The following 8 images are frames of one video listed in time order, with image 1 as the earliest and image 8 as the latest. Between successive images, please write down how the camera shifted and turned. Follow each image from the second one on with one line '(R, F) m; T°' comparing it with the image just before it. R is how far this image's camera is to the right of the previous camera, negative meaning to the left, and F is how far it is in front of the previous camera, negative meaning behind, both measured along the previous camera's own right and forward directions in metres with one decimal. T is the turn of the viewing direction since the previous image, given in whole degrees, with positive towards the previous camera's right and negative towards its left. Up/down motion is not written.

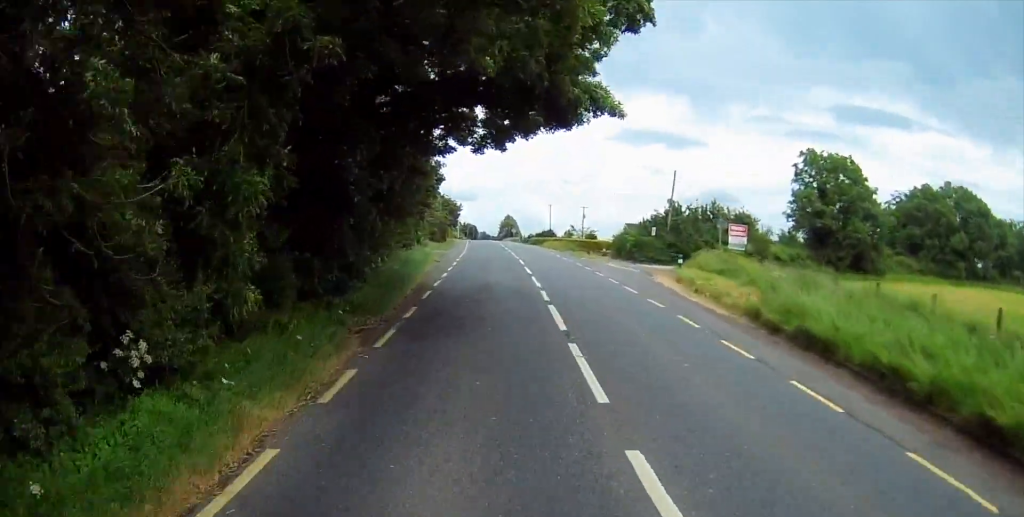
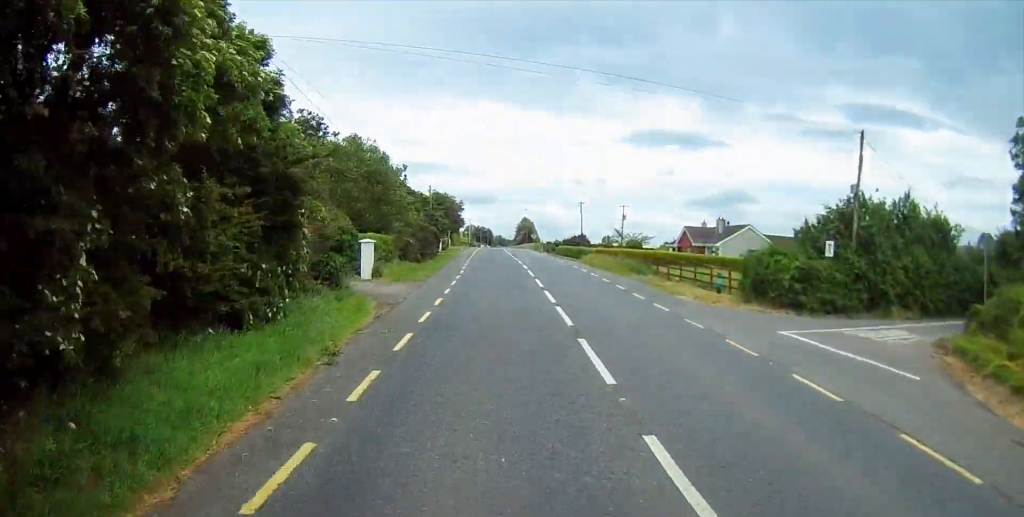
(-0.7, +26.7) m; -2°
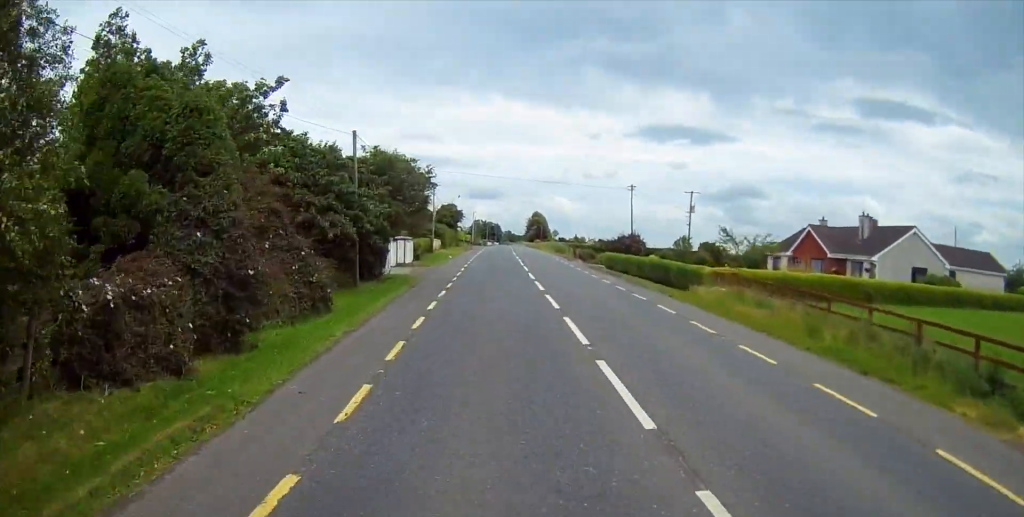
(-0.1, +32.3) m; 0°
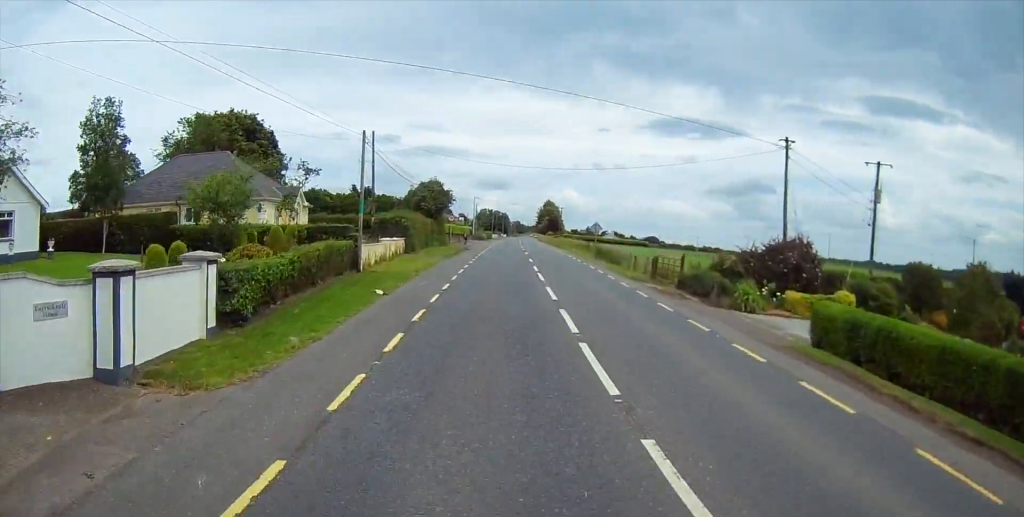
(0.0, +35.1) m; -1°
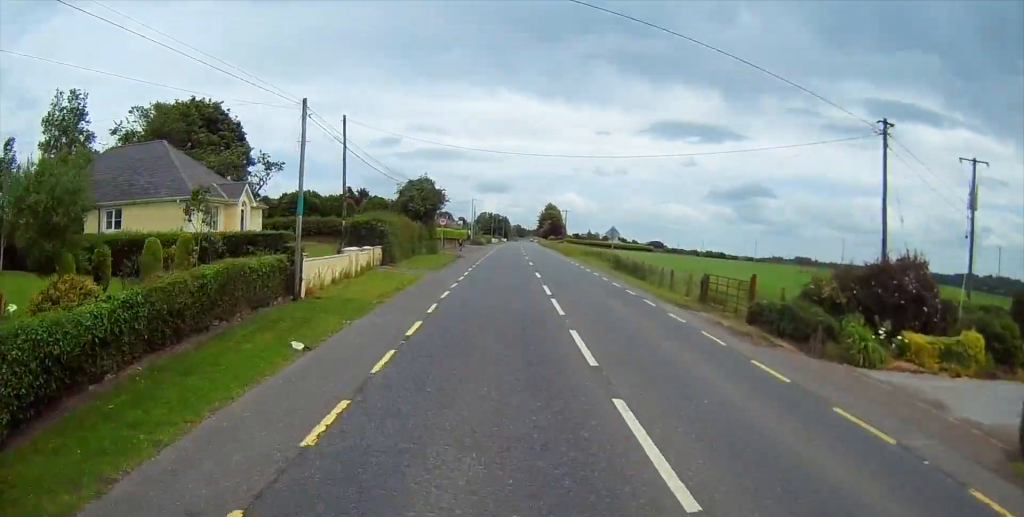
(+0.1, +9.1) m; -1°
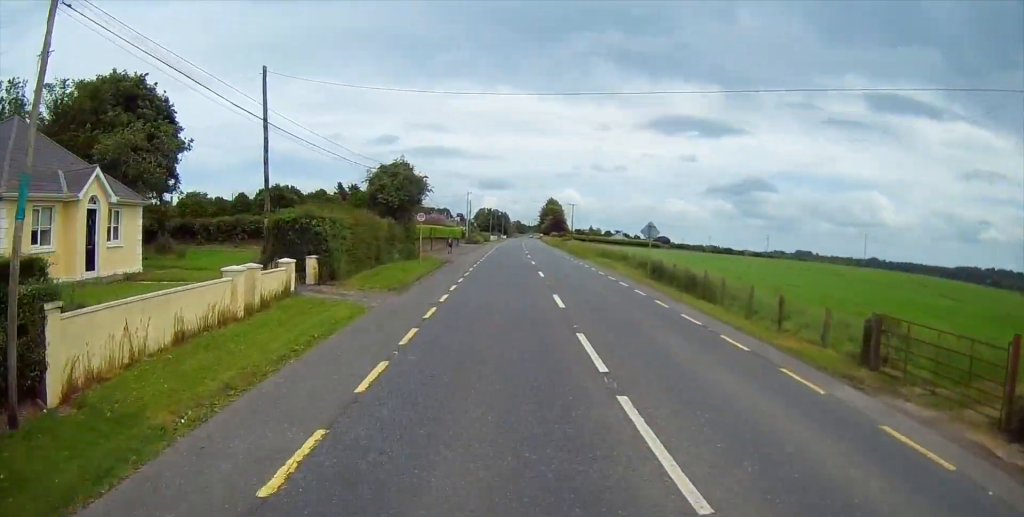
(-0.2, +13.4) m; 0°
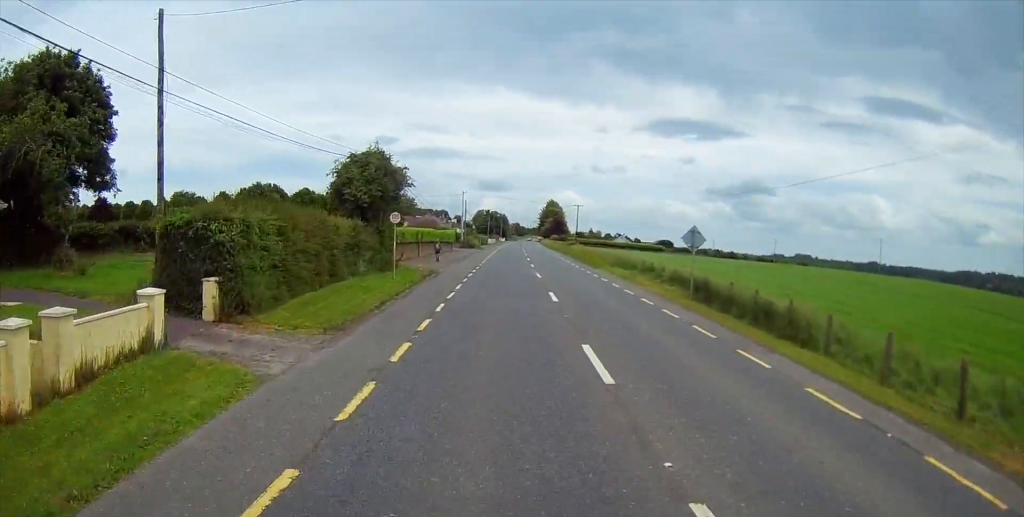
(-0.2, +9.1) m; 0°
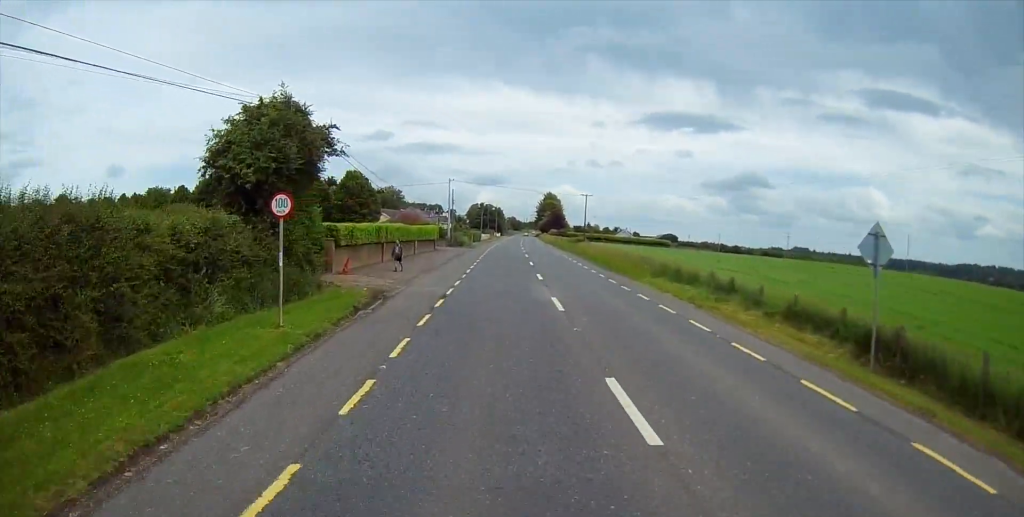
(+0.2, +15.3) m; +1°
